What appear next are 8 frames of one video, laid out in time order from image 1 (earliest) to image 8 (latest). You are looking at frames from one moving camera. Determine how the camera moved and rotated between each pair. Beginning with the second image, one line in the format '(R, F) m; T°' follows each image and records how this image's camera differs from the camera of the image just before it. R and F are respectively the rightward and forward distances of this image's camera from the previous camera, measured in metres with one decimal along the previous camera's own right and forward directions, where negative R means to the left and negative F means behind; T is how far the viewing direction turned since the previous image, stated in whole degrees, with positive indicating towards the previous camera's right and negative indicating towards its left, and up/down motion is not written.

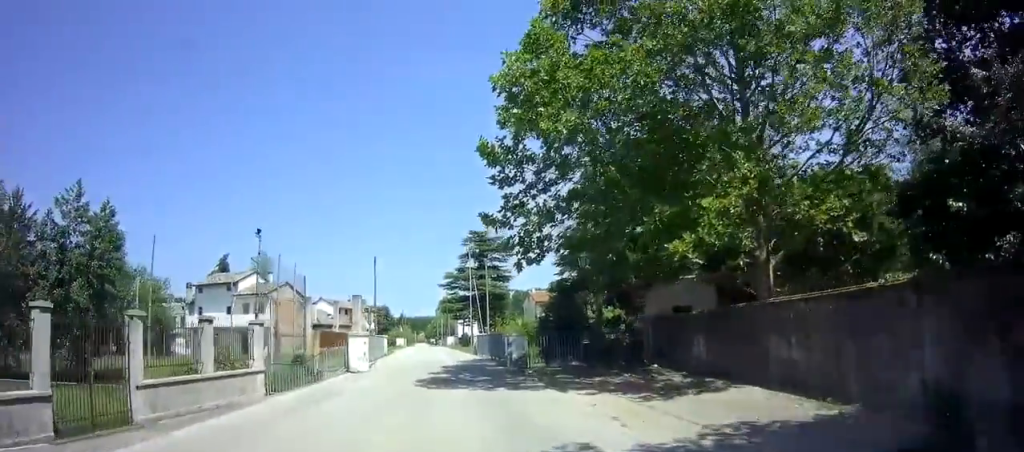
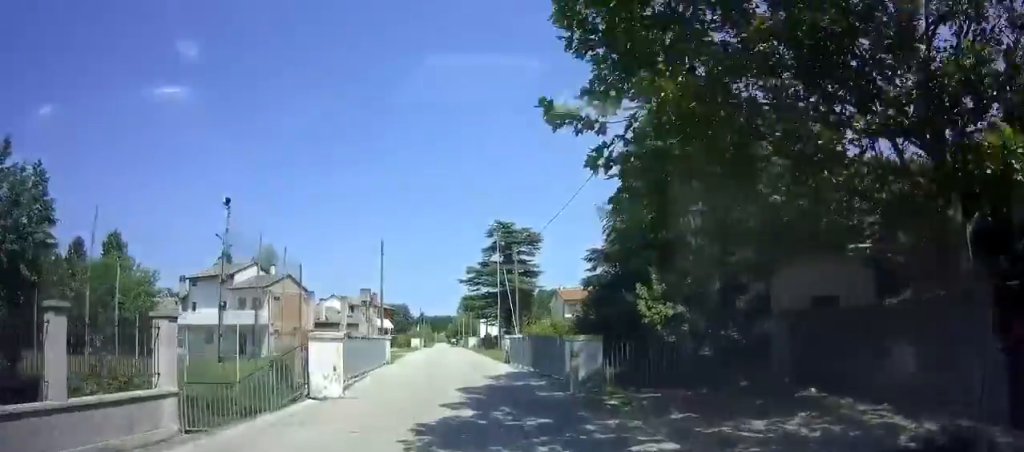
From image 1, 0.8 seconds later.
(-0.3, +6.7) m; 0°
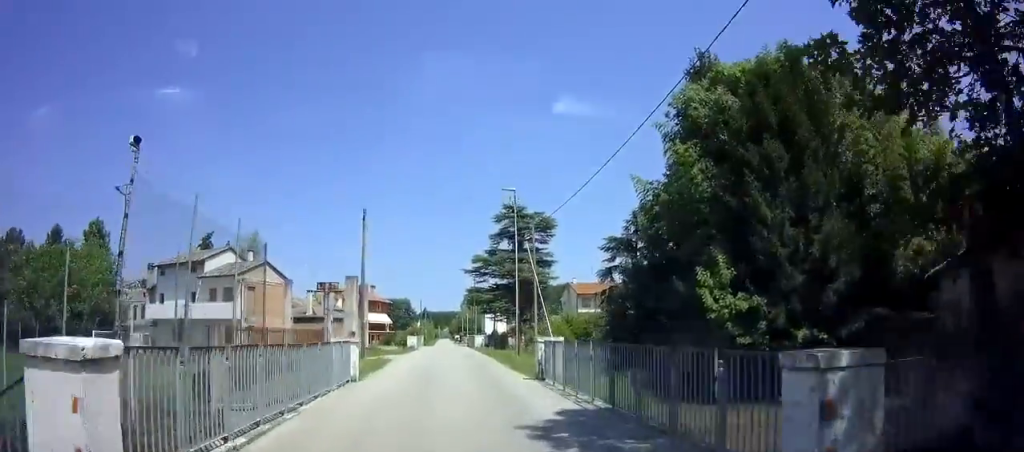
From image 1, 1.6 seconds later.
(+0.4, +7.1) m; +1°
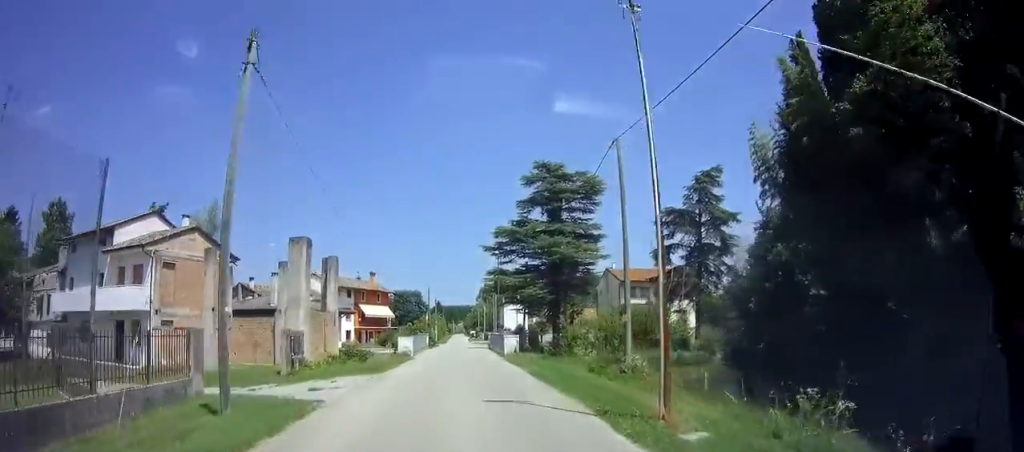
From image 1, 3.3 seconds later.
(+0.1, +15.4) m; +1°
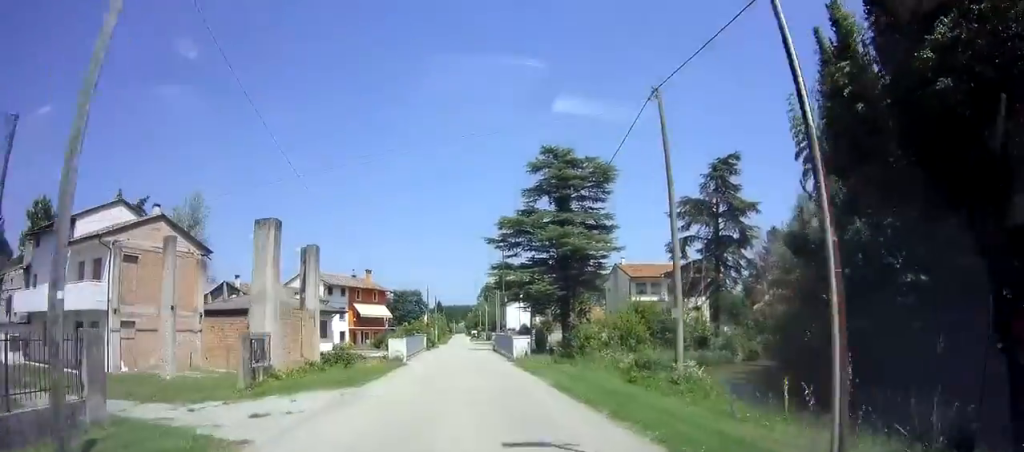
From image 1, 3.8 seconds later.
(+0.1, +4.3) m; 0°
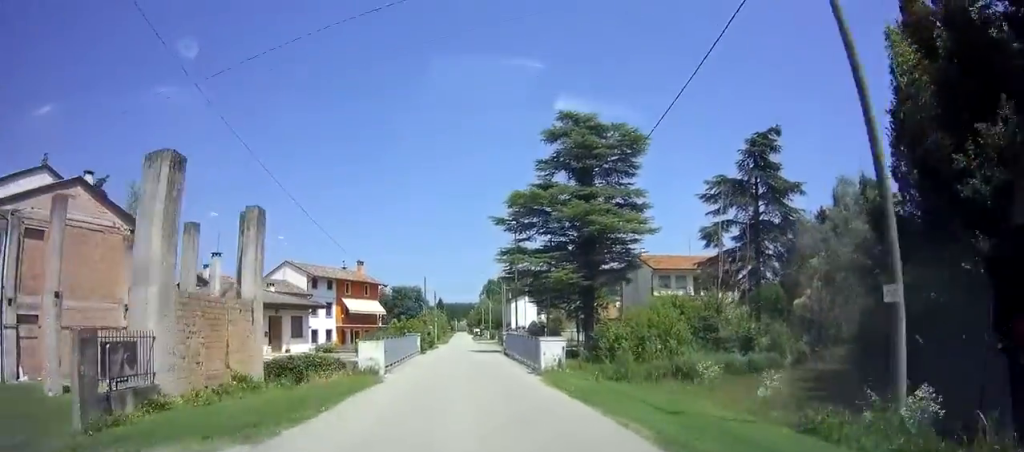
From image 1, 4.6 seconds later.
(-0.2, +7.2) m; -1°
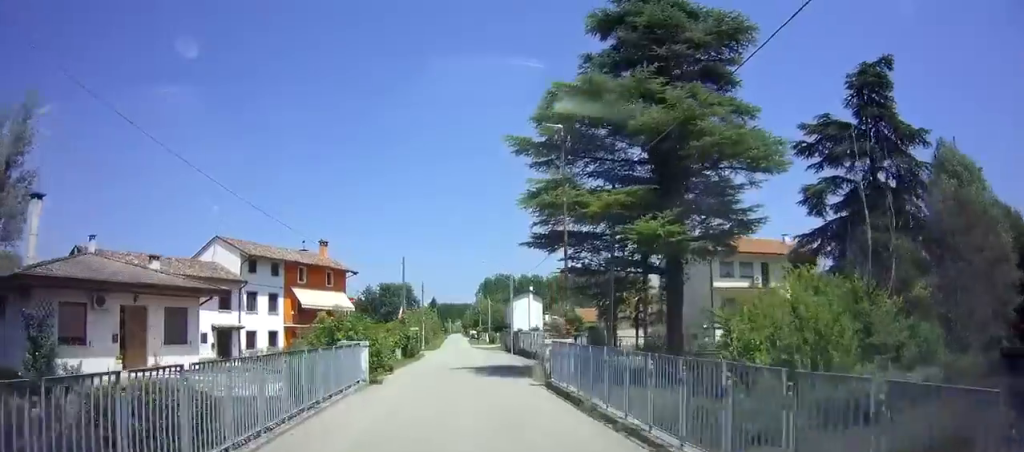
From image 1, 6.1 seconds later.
(0.0, +14.8) m; 0°
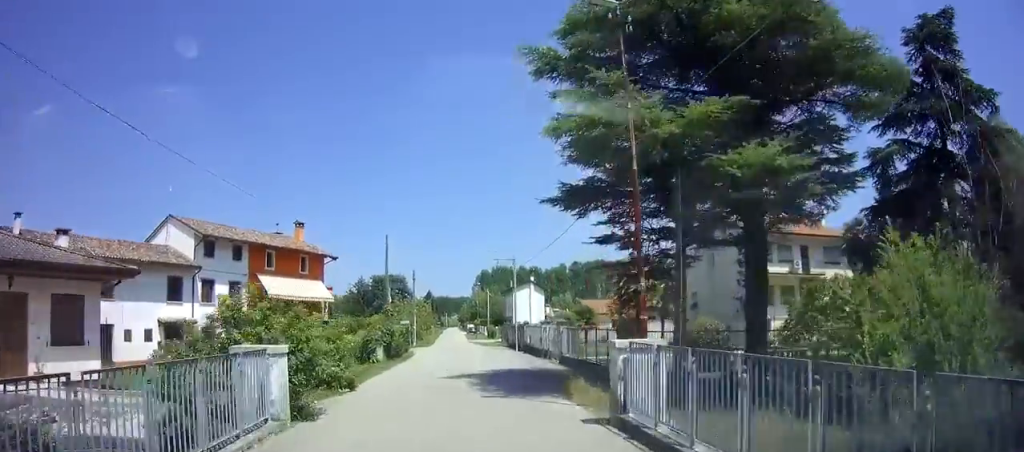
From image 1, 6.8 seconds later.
(0.0, +6.3) m; 0°
